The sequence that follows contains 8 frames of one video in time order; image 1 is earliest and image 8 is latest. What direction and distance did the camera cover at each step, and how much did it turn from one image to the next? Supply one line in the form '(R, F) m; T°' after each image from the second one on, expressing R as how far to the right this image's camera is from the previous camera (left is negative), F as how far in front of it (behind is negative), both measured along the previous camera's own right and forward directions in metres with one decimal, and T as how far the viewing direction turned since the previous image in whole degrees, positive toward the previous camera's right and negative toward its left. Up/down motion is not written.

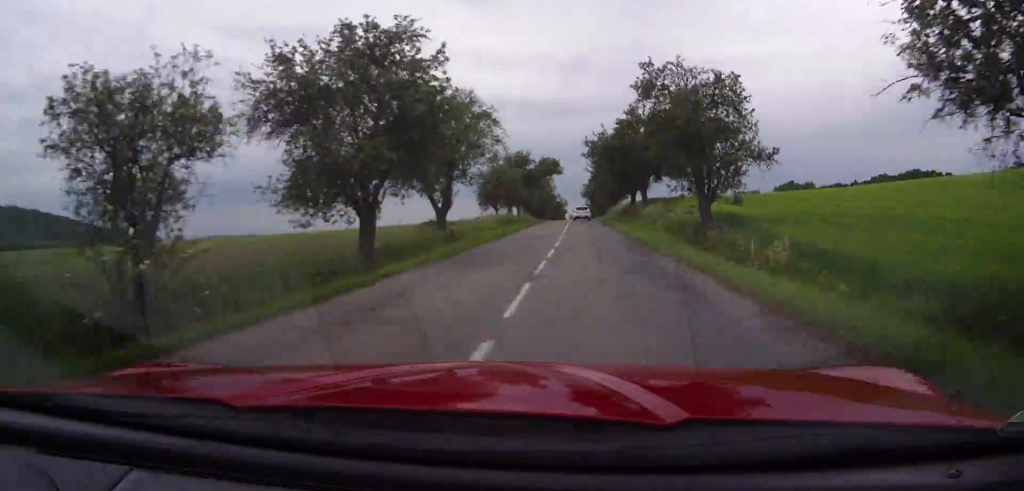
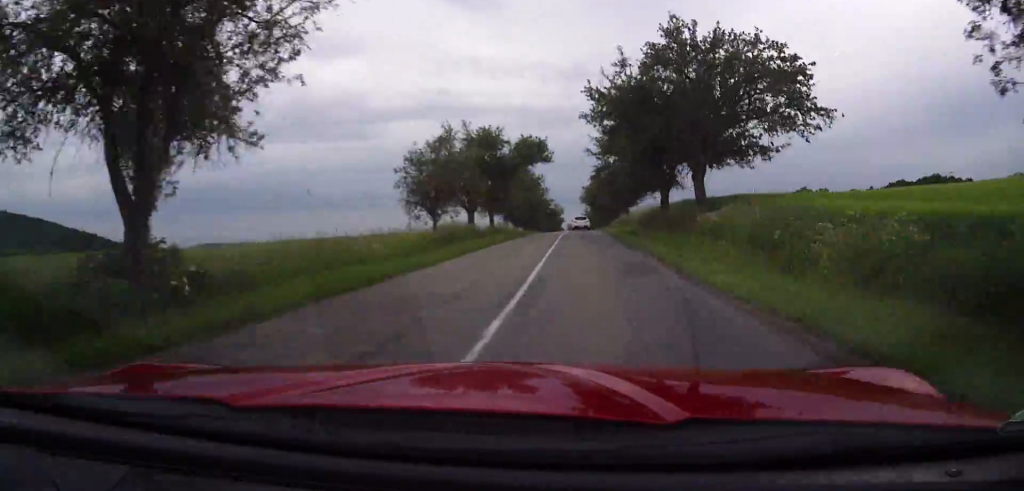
(0.0, +23.0) m; 0°
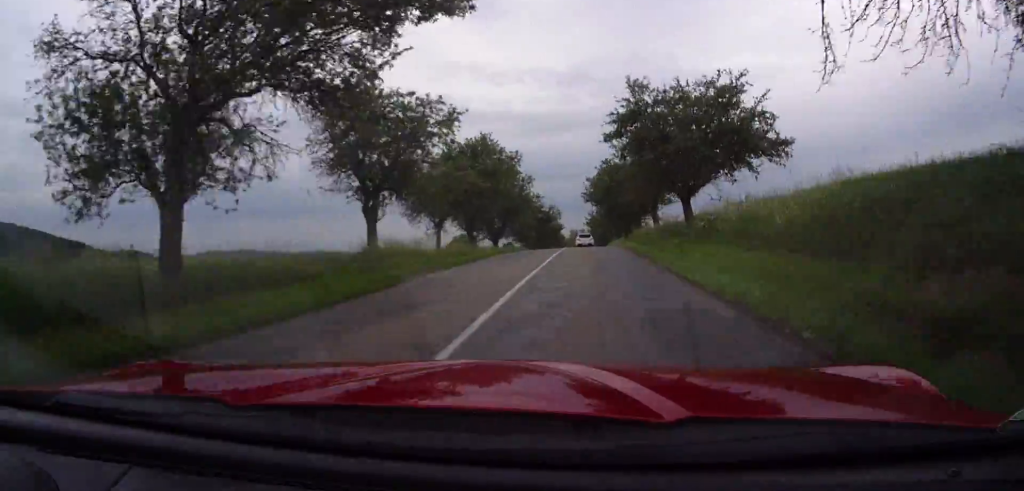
(0.0, +31.9) m; +1°
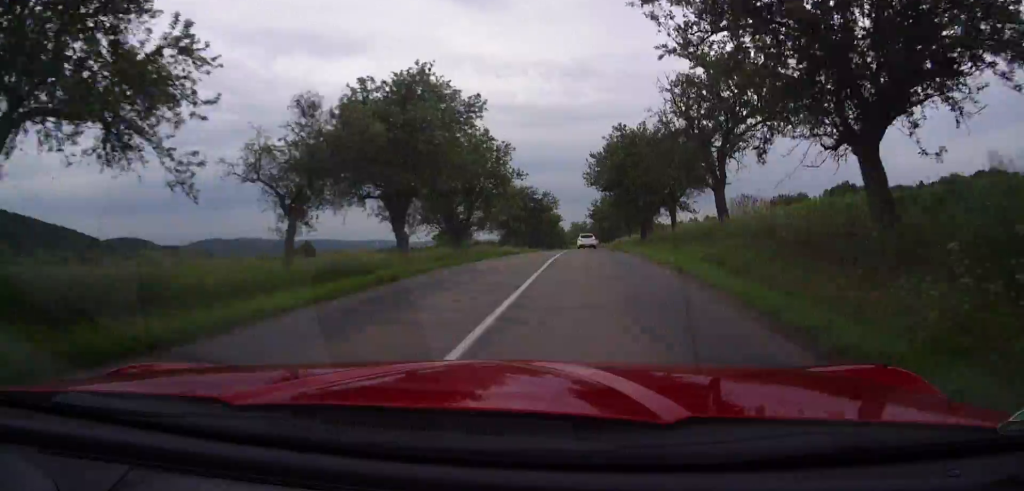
(+0.1, +17.2) m; 0°
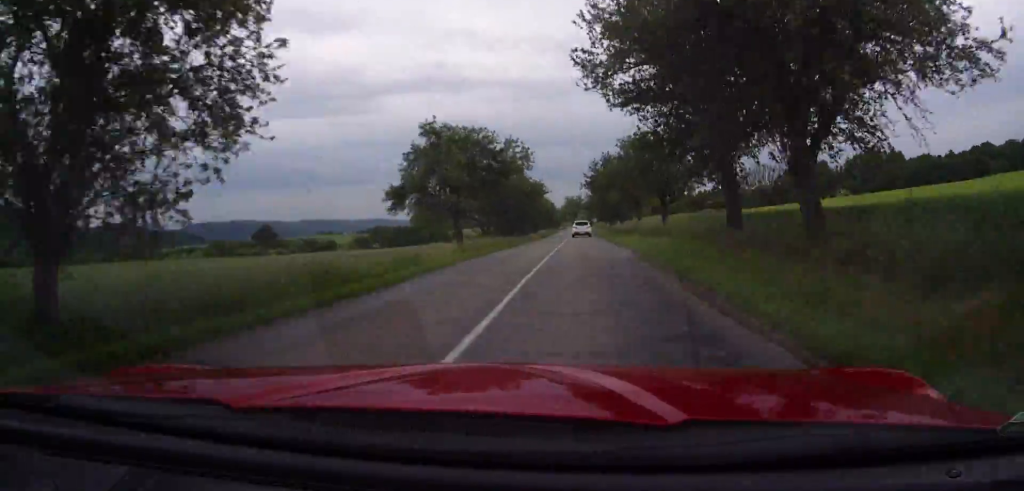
(+0.2, +29.7) m; 0°
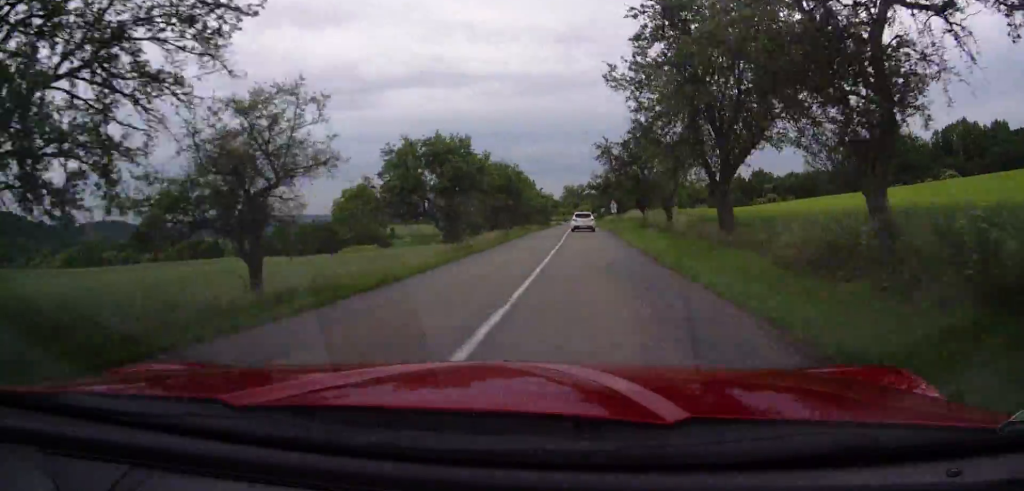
(-0.7, +64.3) m; -1°
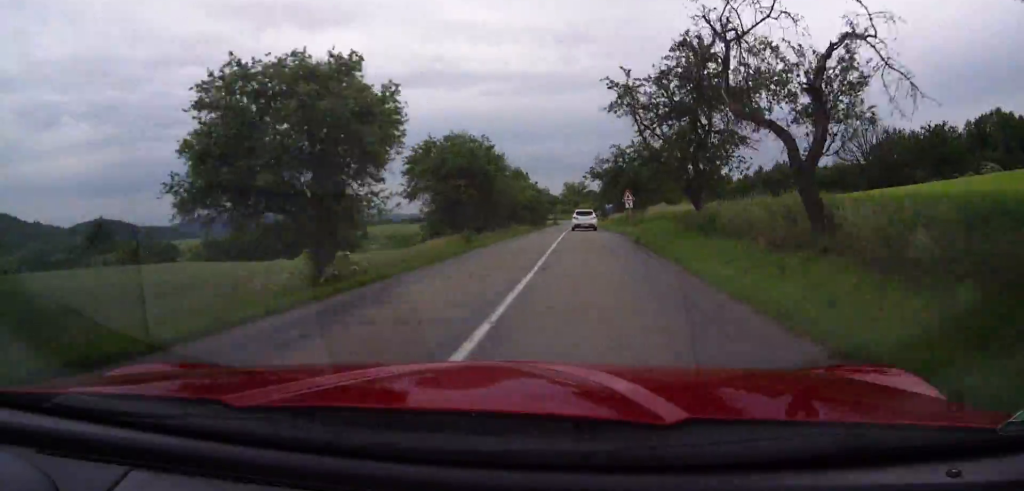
(0.0, +15.9) m; 0°
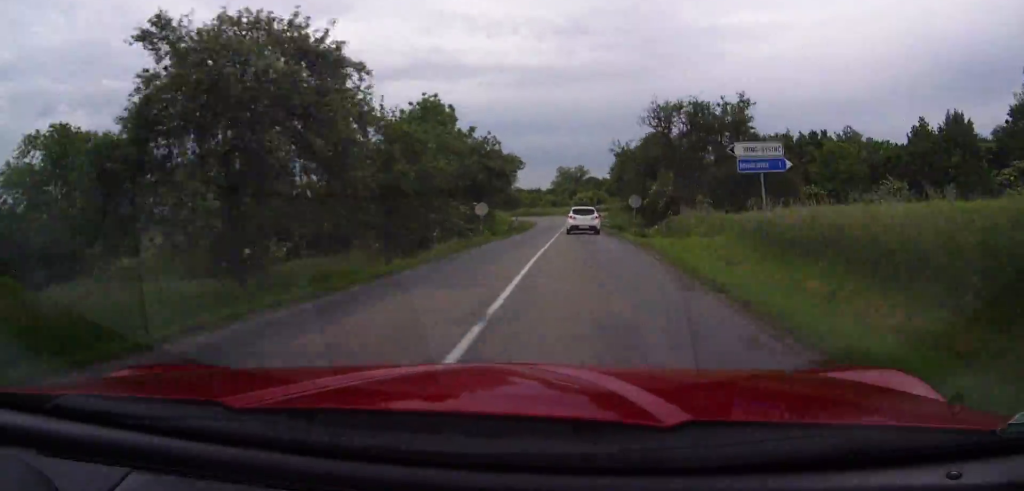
(-0.2, +63.2) m; 0°
